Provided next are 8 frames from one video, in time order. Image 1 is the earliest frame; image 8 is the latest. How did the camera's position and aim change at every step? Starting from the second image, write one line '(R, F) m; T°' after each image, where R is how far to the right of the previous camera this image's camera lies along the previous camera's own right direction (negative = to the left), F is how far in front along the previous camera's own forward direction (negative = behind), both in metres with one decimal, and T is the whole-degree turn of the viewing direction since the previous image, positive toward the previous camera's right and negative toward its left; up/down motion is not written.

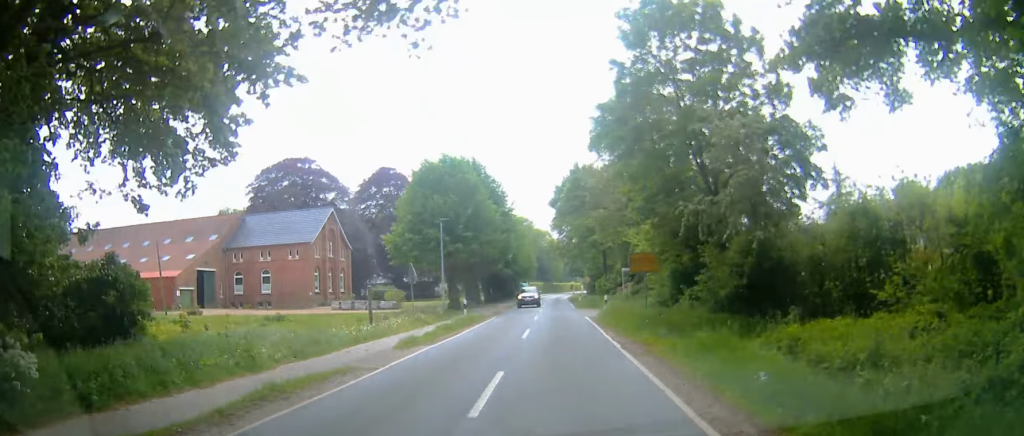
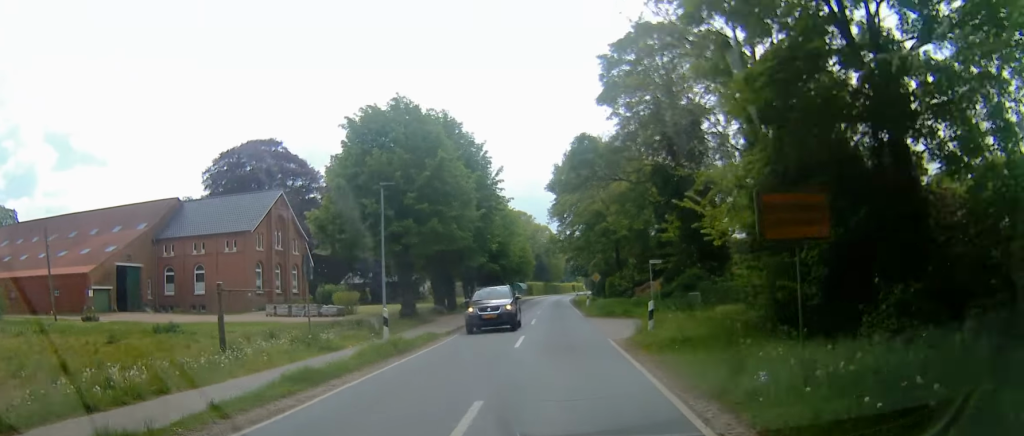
(0.0, +15.0) m; +2°
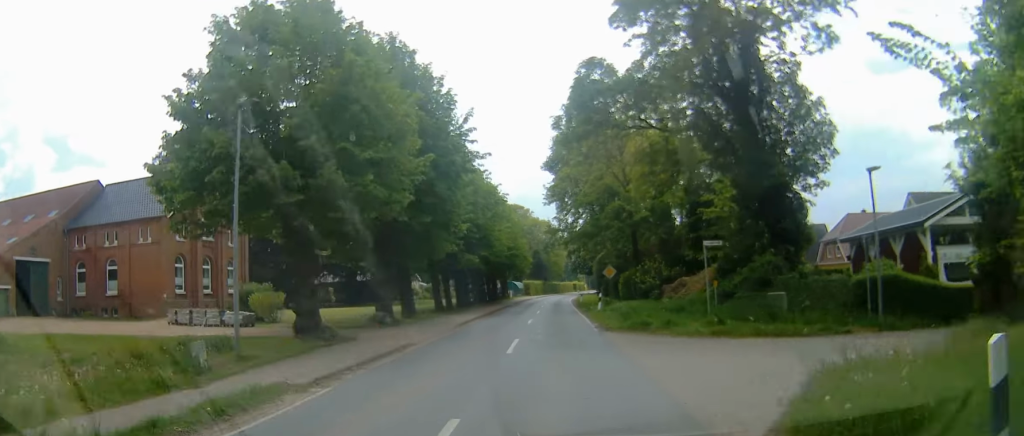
(+0.5, +13.5) m; +2°
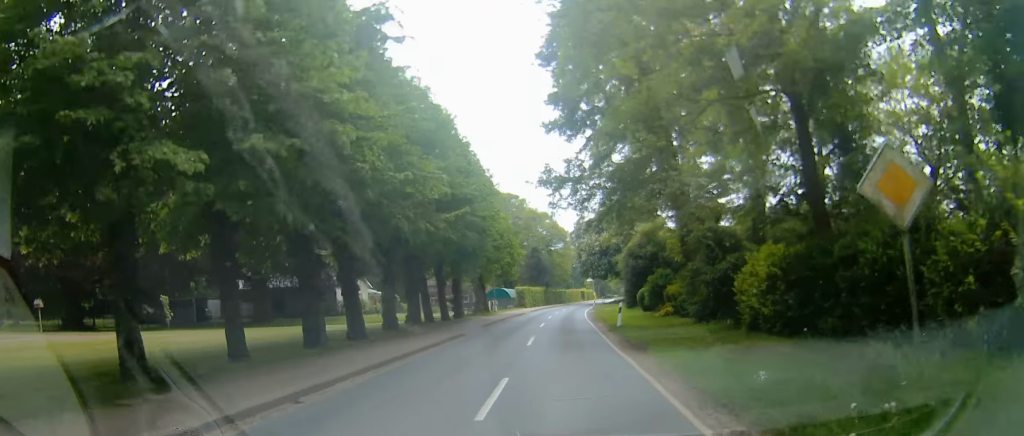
(+0.4, +31.4) m; -1°
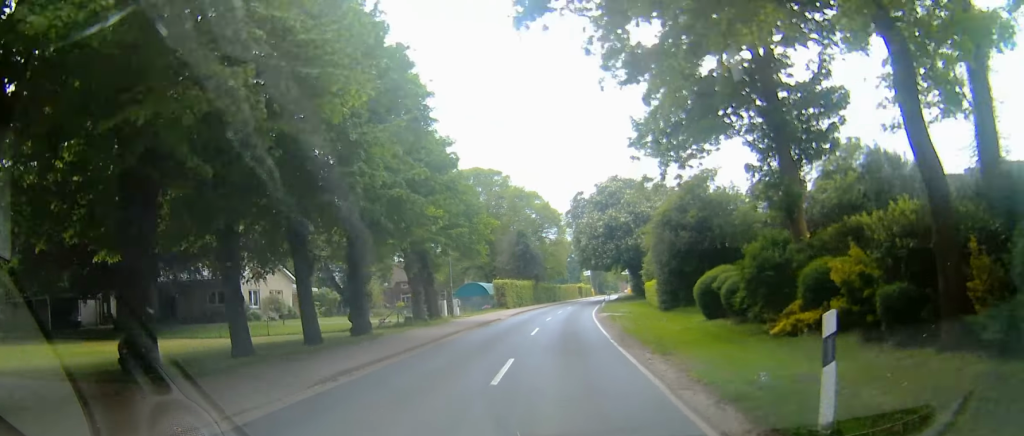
(-0.8, +21.5) m; -3°
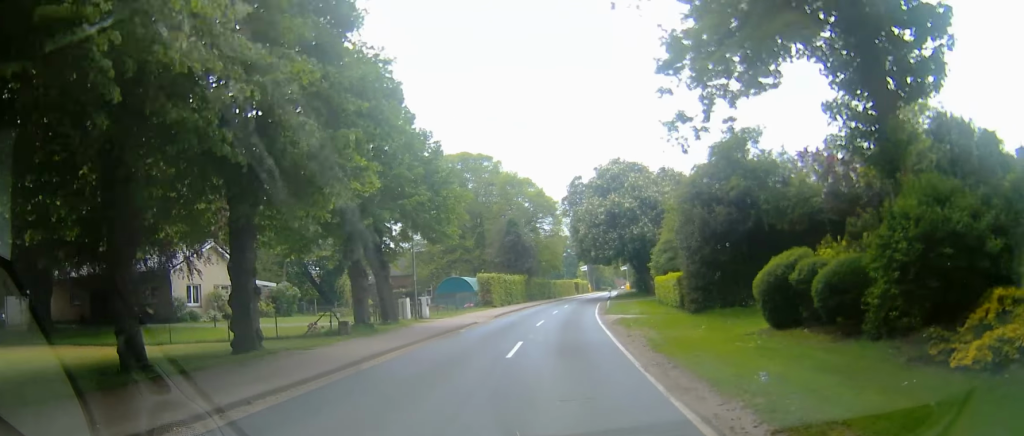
(-0.1, +8.6) m; +2°
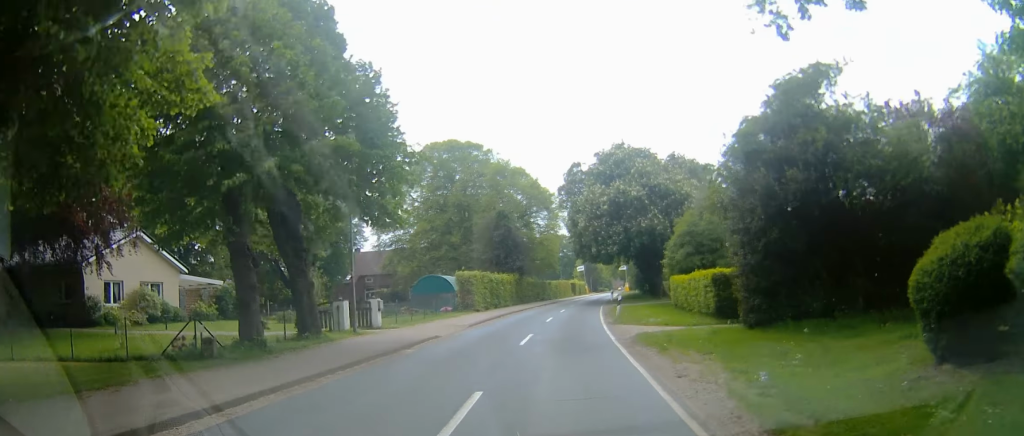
(-0.3, +8.6) m; +3°
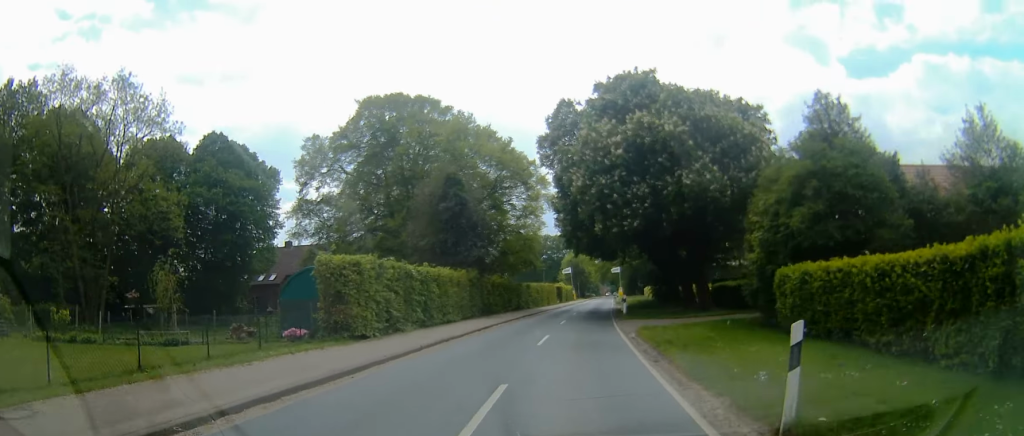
(+1.1, +23.0) m; +1°
